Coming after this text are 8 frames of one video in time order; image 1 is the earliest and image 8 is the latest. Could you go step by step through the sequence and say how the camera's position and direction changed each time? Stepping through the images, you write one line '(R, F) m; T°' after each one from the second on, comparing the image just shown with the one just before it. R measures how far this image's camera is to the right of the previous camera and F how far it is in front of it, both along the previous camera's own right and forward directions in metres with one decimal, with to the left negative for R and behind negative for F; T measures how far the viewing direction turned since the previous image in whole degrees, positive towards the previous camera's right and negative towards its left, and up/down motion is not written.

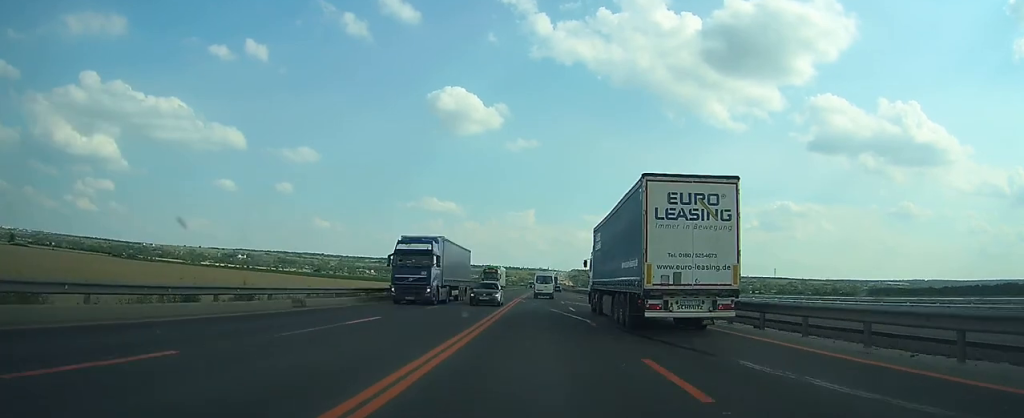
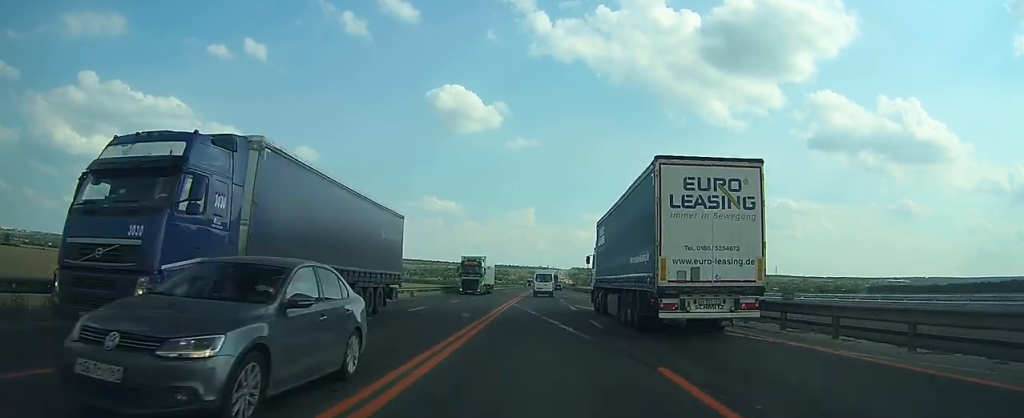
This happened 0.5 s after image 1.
(0.0, +13.7) m; 0°
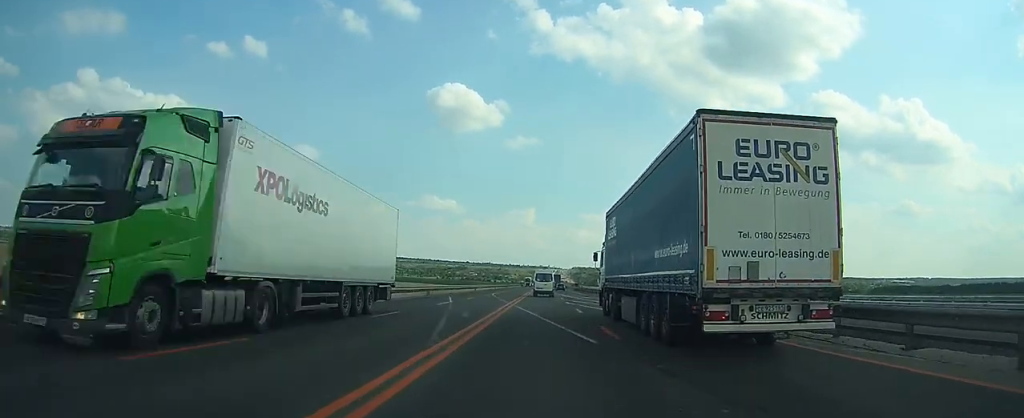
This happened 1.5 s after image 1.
(-0.1, +30.2) m; 0°
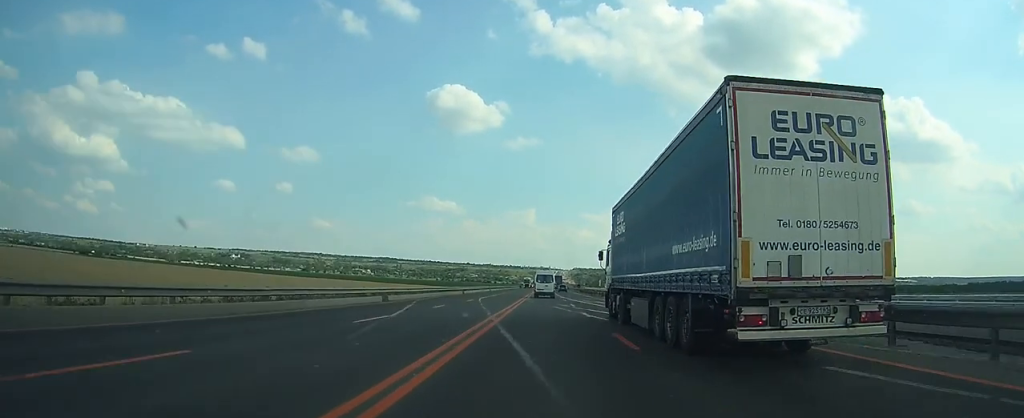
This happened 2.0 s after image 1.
(0.0, +14.6) m; 0°
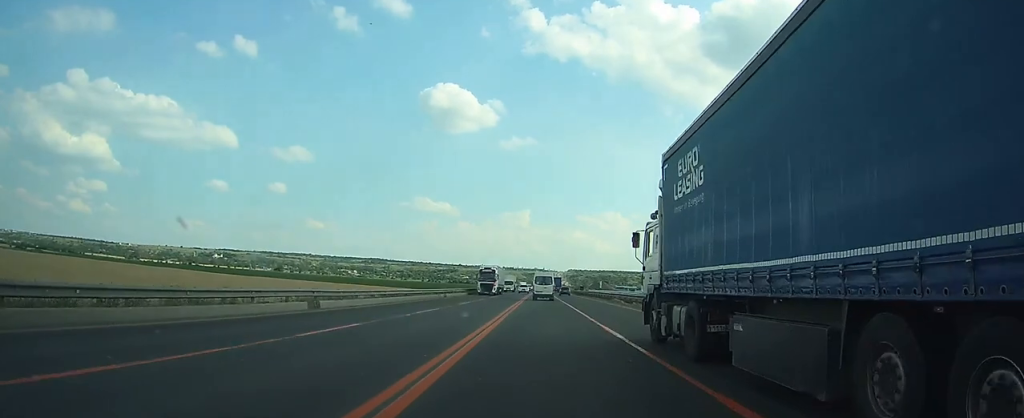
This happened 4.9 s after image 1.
(+0.4, +82.4) m; 0°
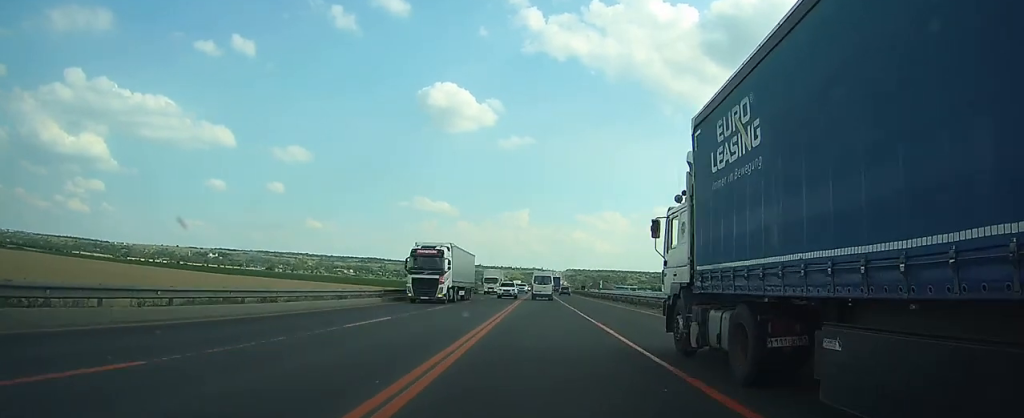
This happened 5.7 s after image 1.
(0.0, +22.9) m; 0°
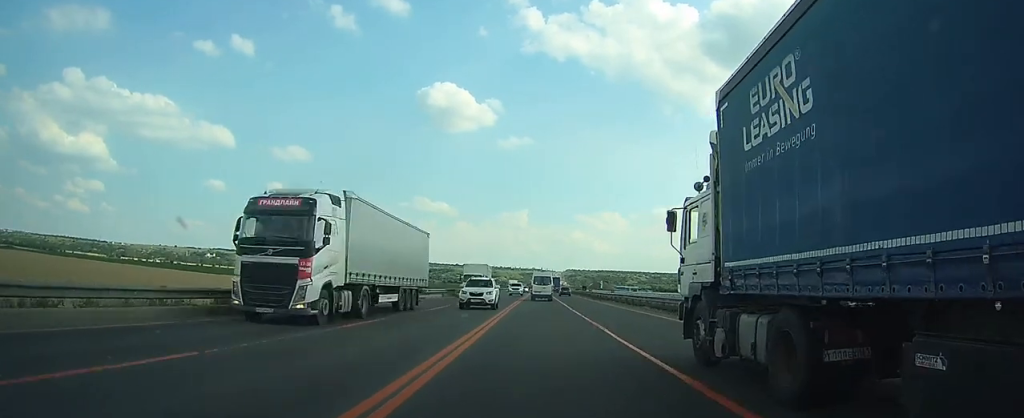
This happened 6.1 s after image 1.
(0.0, +12.4) m; 0°
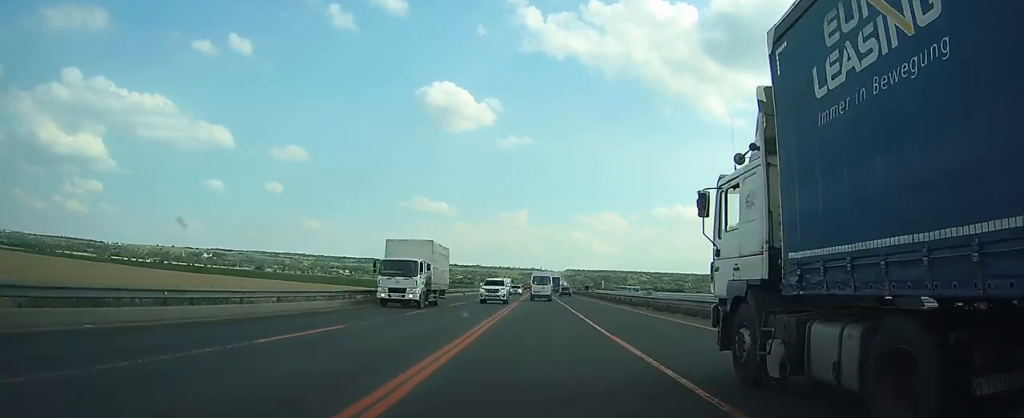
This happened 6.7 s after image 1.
(0.0, +18.1) m; 0°
